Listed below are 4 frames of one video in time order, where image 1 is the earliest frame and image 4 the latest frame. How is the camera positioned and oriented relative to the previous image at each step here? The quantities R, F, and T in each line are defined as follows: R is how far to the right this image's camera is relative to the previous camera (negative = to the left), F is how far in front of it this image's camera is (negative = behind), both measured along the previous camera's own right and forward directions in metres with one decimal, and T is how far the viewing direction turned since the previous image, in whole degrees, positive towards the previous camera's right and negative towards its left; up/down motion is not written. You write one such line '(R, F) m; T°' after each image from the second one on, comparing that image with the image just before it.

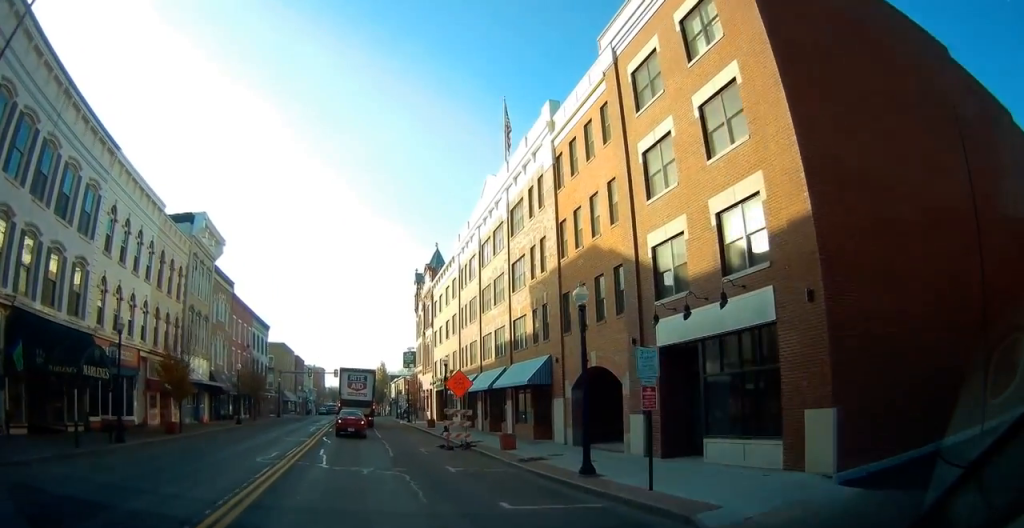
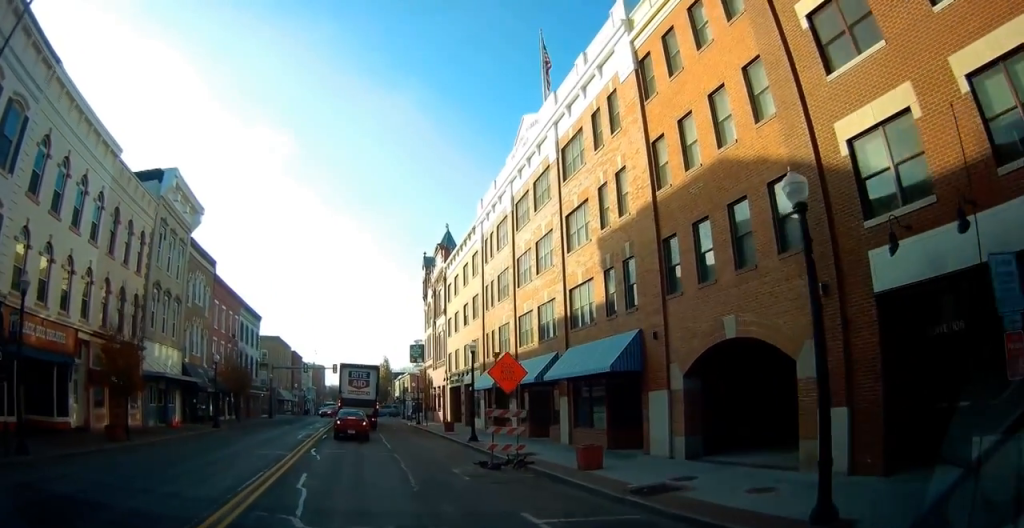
(+0.1, +8.7) m; +2°
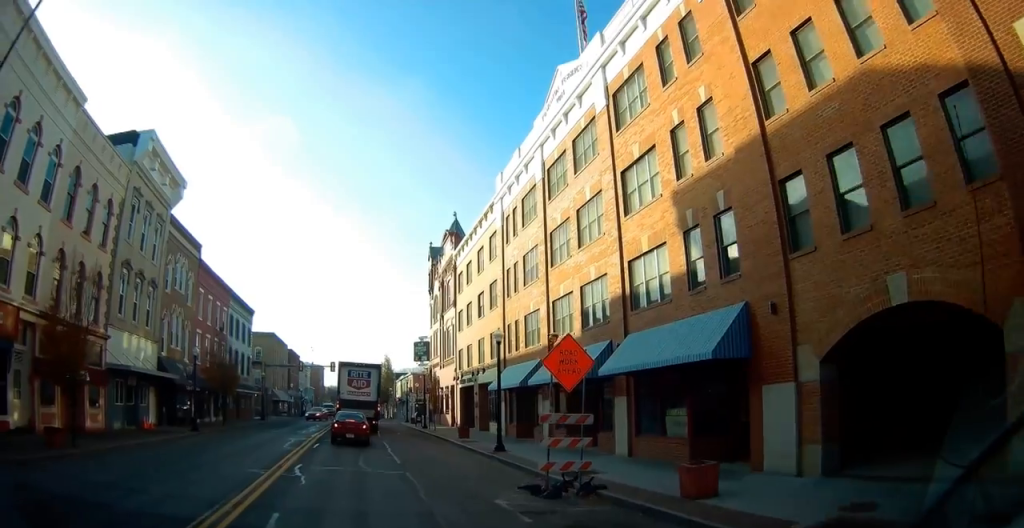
(0.0, +5.7) m; 0°
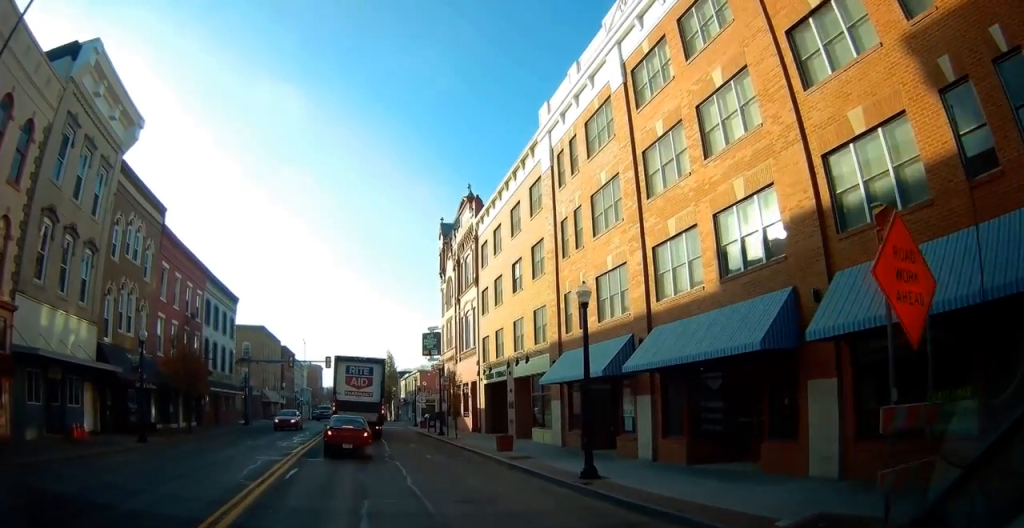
(0.0, +9.5) m; 0°
